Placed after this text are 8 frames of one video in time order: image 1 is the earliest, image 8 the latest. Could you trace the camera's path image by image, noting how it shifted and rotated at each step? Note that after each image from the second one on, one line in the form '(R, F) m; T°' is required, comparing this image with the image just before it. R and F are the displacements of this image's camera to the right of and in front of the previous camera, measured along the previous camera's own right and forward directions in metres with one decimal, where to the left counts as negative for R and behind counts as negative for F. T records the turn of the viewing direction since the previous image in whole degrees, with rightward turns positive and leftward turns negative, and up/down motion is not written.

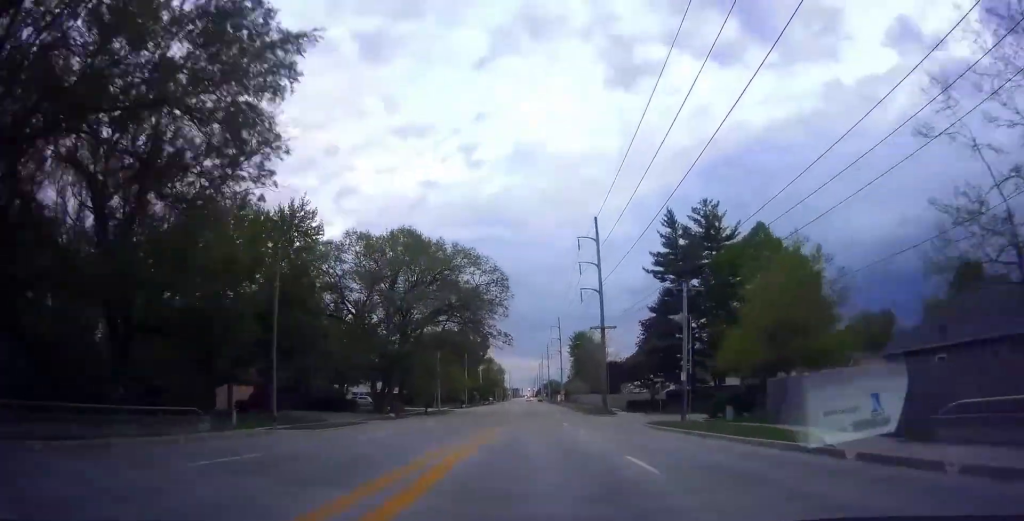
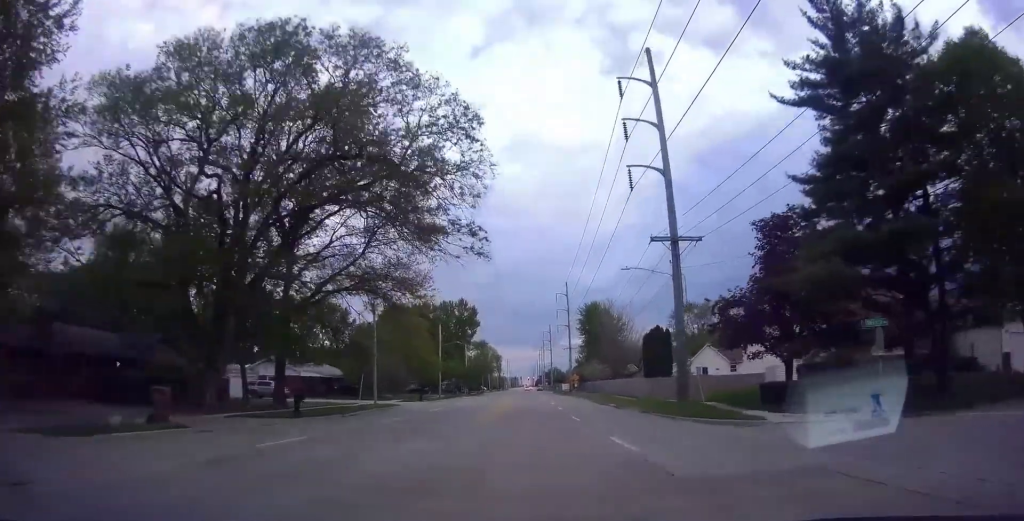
(-0.4, +35.1) m; -3°
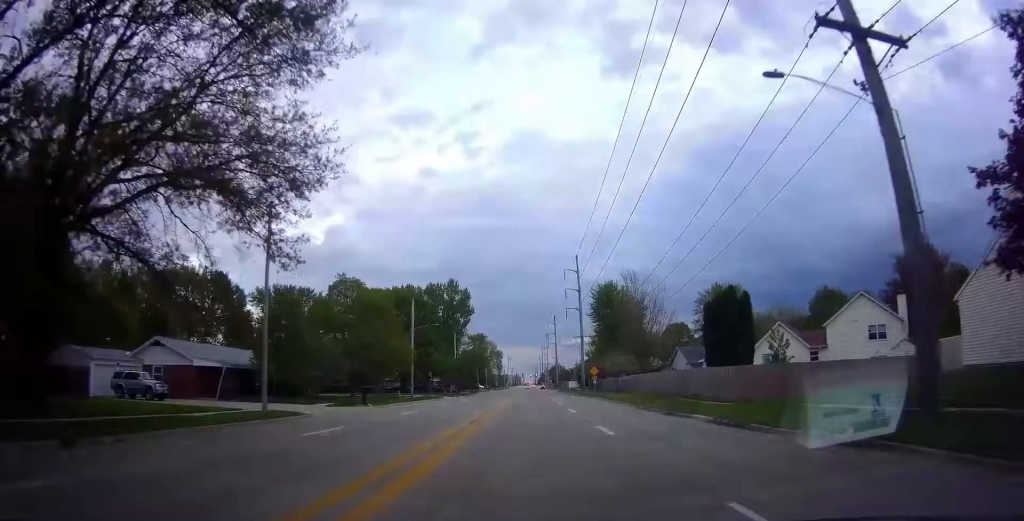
(-0.3, +21.5) m; +1°
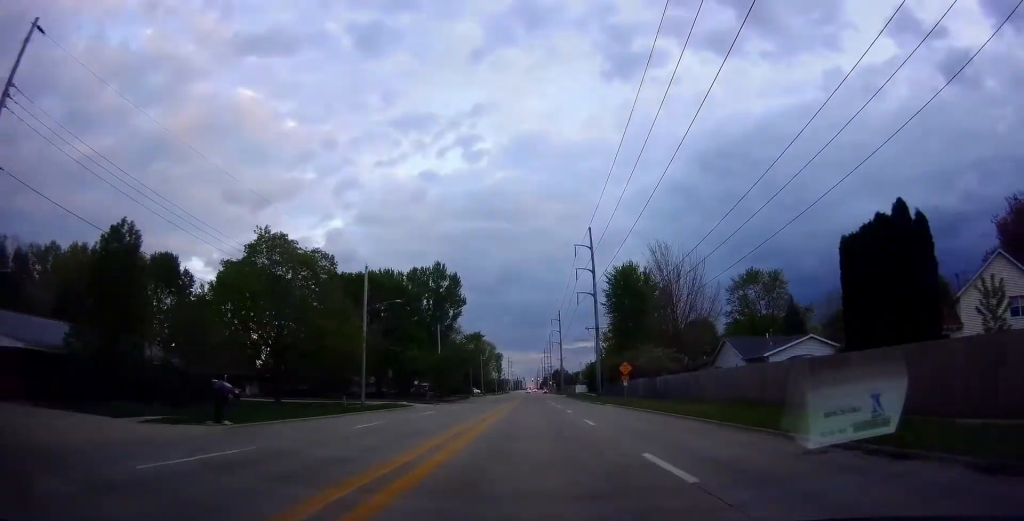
(+0.5, +19.2) m; +1°
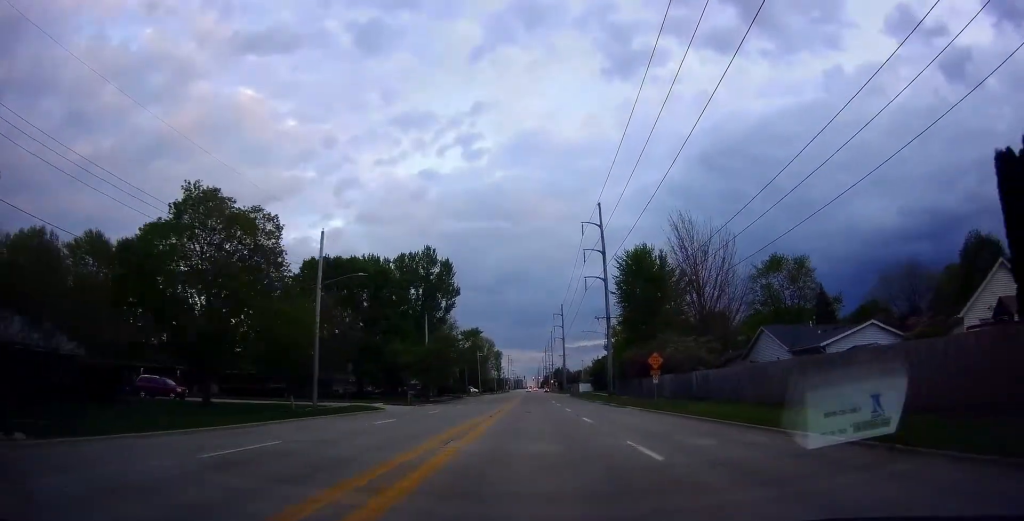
(0.0, +10.8) m; 0°
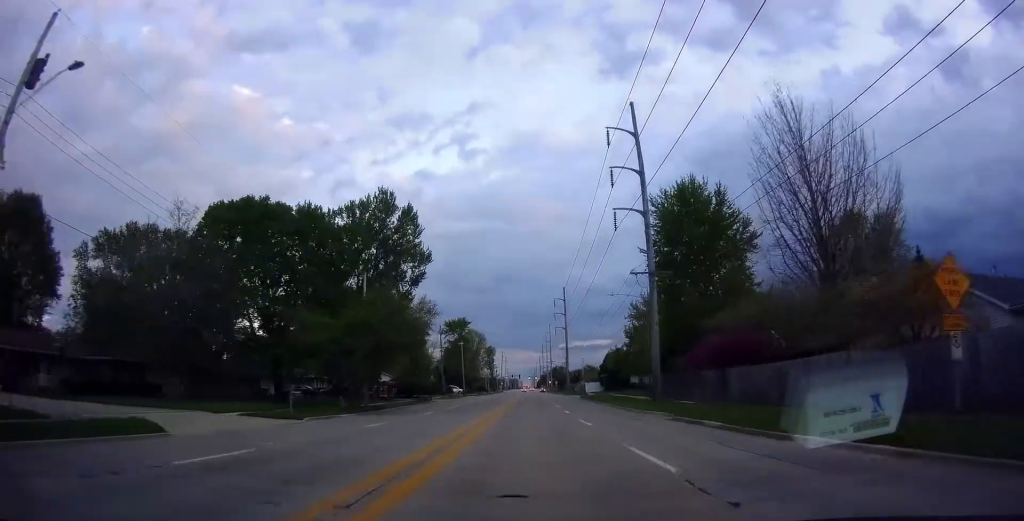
(-0.4, +25.5) m; -1°
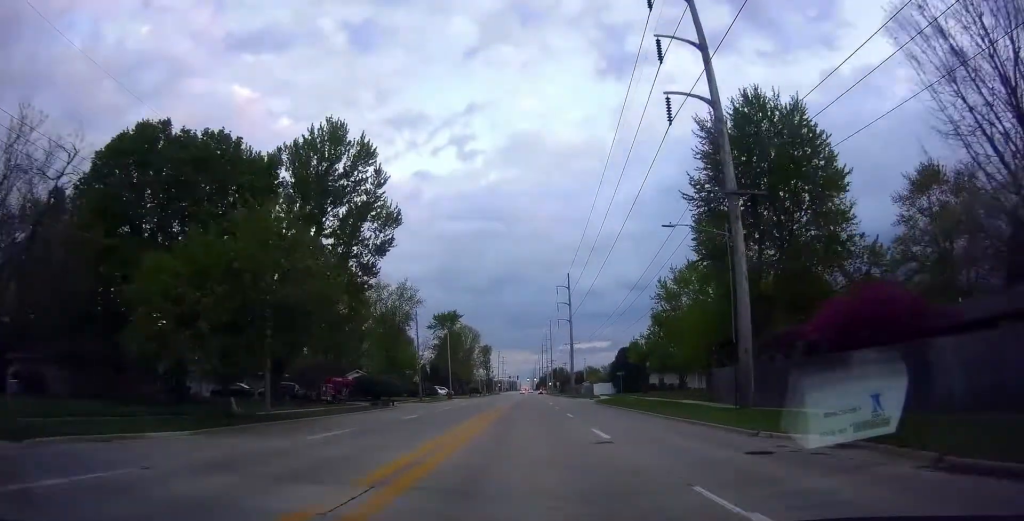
(+0.1, +17.7) m; +1°
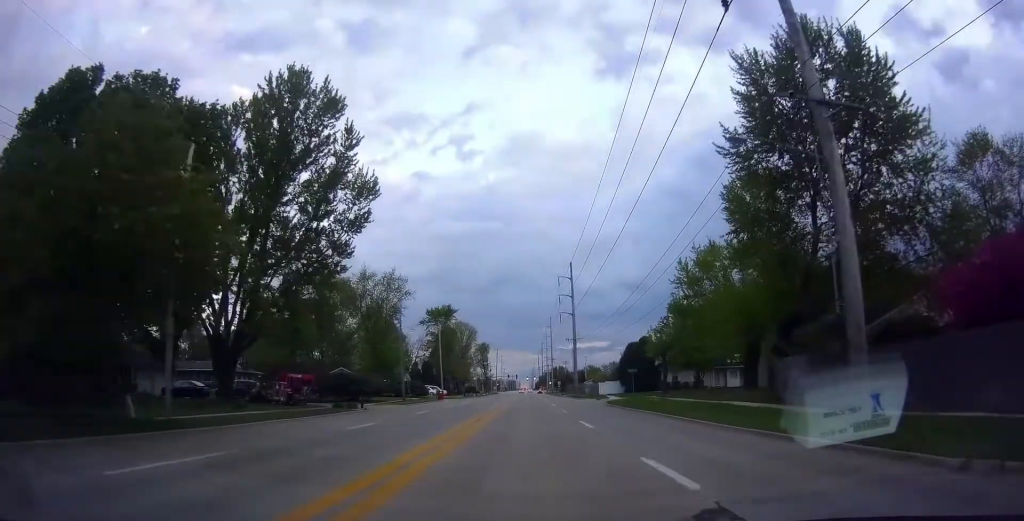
(+0.1, +8.9) m; +1°
